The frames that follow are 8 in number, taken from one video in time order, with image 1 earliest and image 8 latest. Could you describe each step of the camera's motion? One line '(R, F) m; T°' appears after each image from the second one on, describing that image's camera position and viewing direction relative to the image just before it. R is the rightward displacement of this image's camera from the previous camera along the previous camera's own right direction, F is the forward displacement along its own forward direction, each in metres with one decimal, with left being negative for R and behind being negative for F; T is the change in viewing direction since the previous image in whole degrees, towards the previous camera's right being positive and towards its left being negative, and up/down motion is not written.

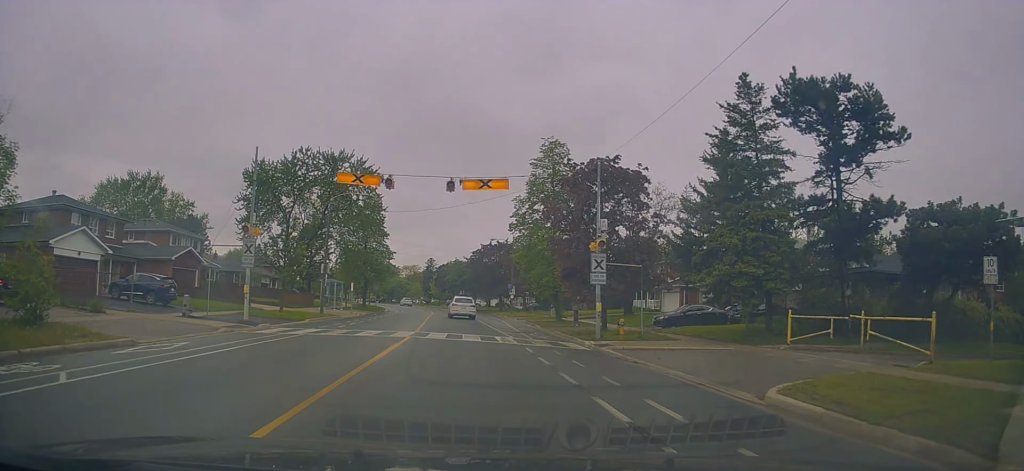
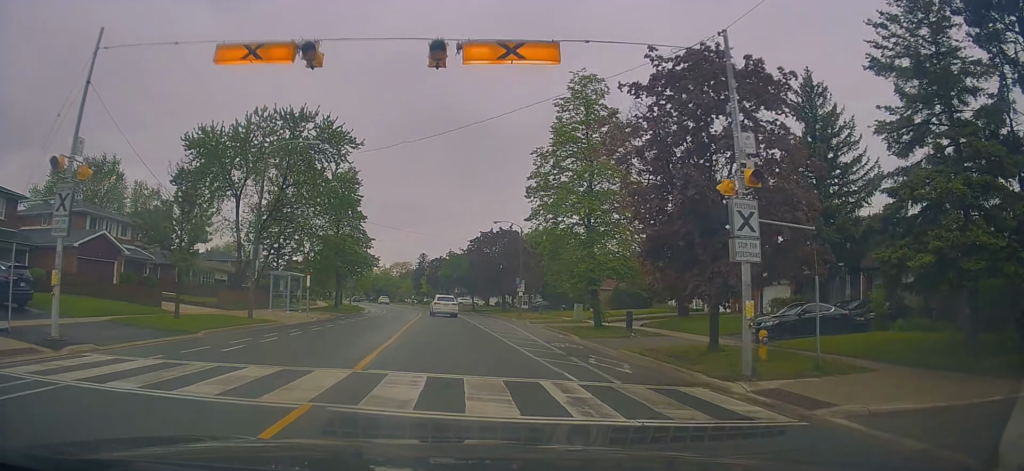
(0.0, +13.0) m; 0°
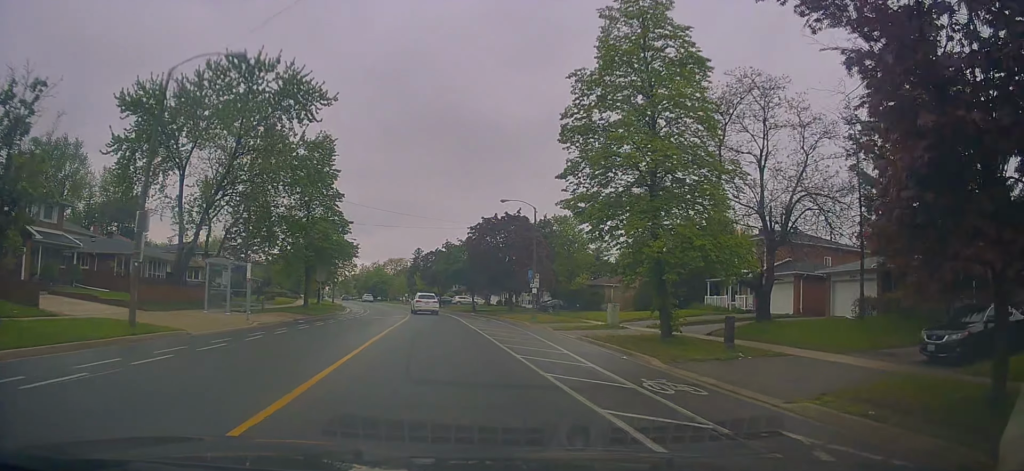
(0.0, +10.8) m; -1°
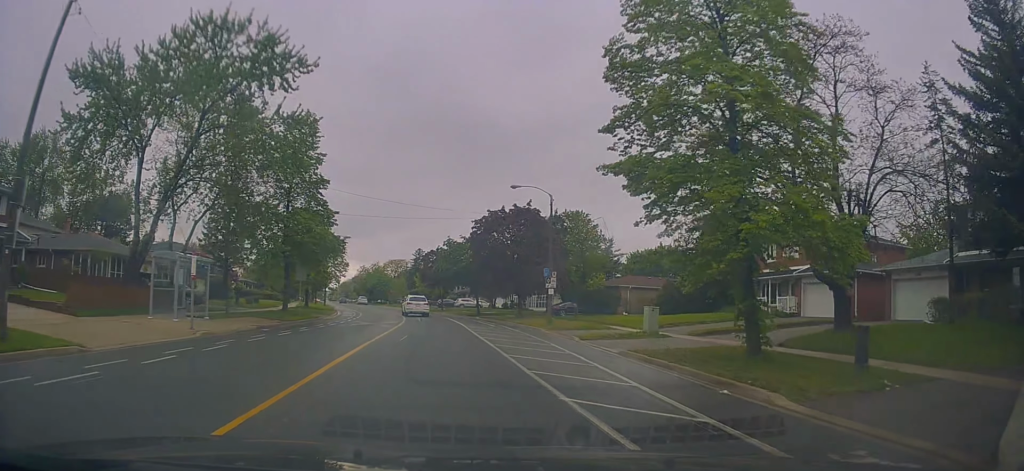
(0.0, +6.0) m; -1°
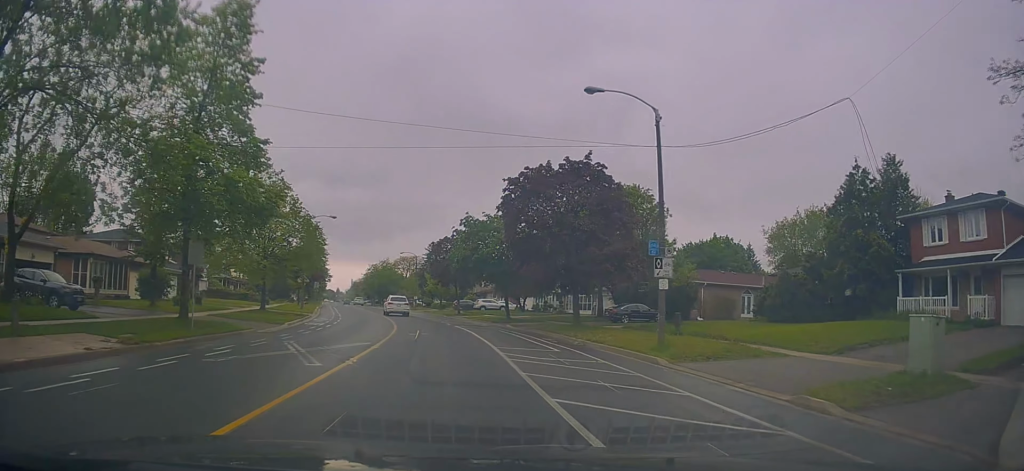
(-0.3, +14.8) m; -2°
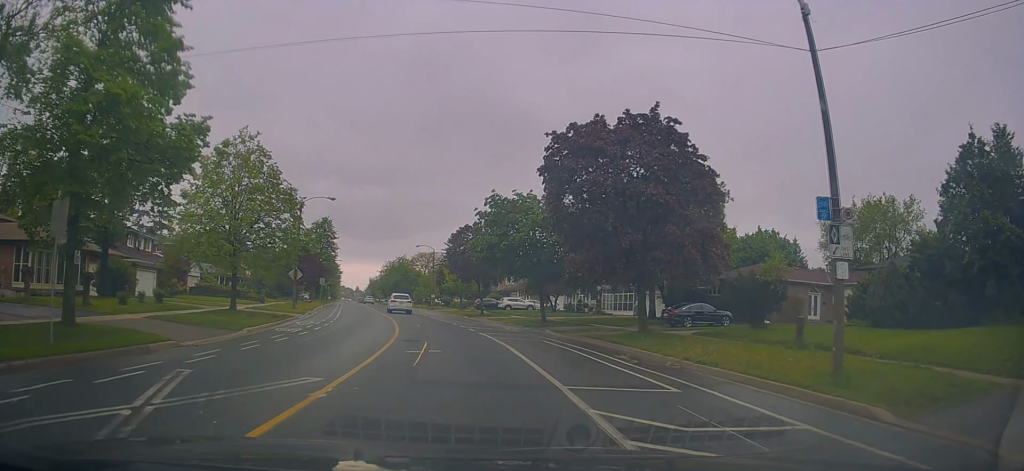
(-0.1, +7.5) m; 0°
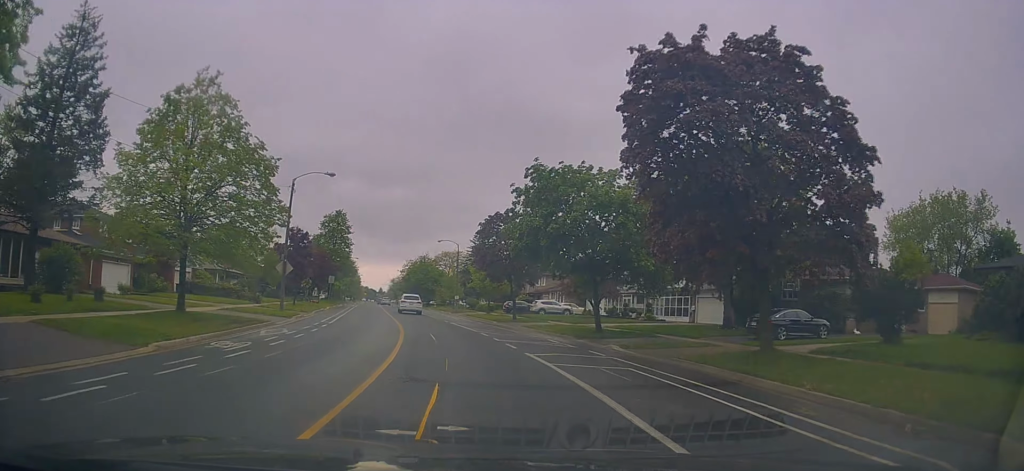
(0.0, +8.1) m; -2°
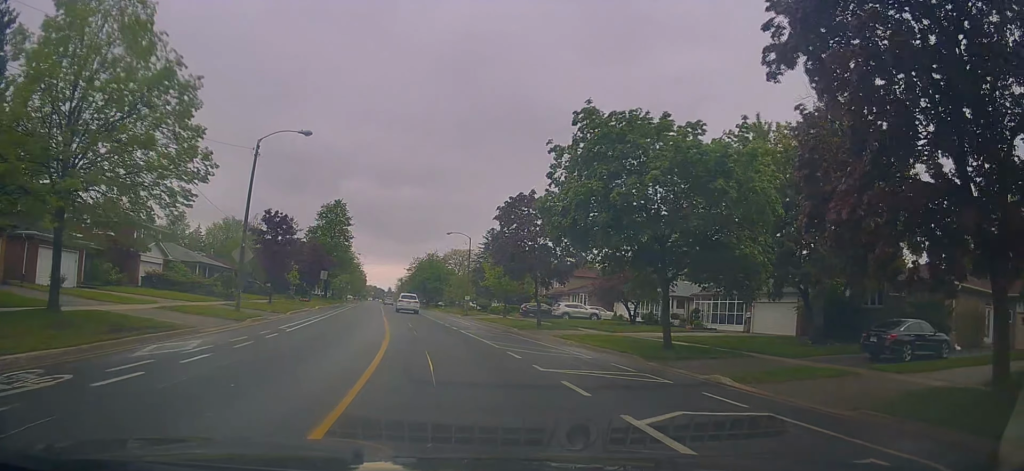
(0.0, +8.5) m; -2°
